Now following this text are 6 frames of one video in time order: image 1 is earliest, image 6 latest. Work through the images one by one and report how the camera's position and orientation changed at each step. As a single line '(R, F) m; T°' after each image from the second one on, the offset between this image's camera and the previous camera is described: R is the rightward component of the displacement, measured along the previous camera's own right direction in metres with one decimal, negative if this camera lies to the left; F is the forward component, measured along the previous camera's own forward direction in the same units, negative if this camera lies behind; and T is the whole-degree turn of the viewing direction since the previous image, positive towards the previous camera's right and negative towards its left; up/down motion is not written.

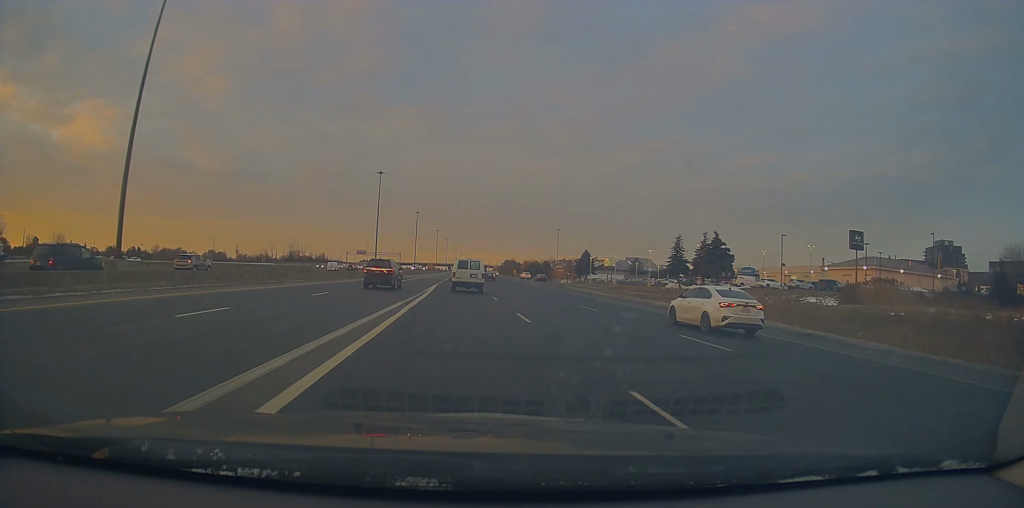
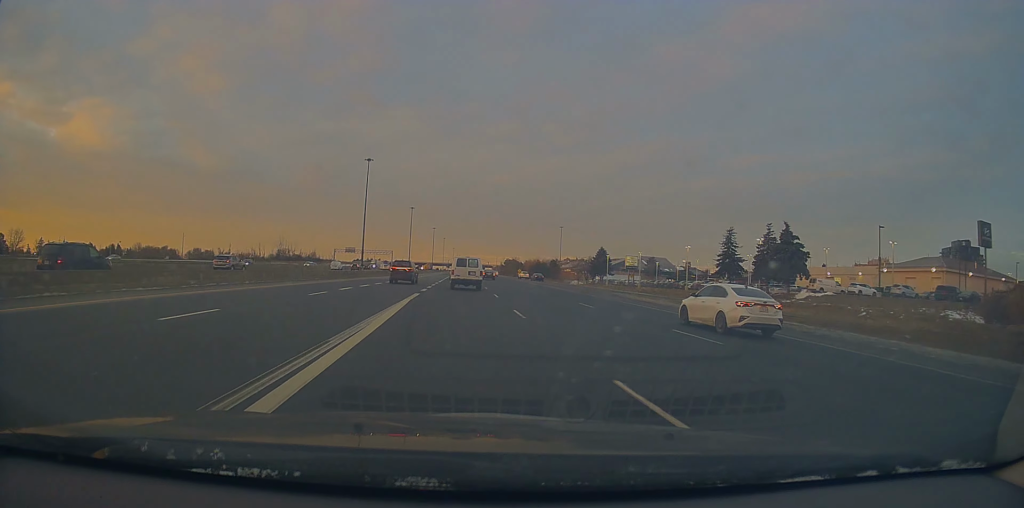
(-0.1, +23.8) m; 0°
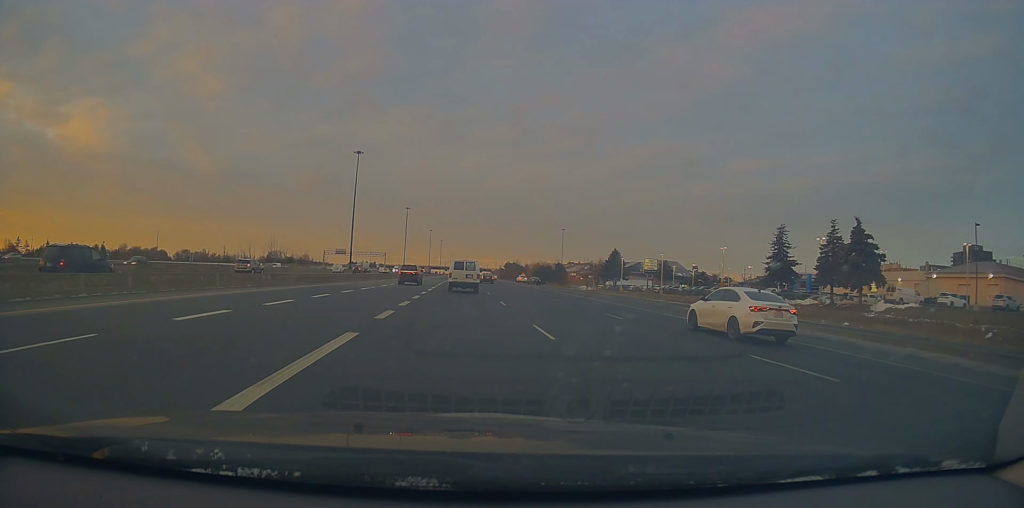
(-0.1, +16.6) m; 0°
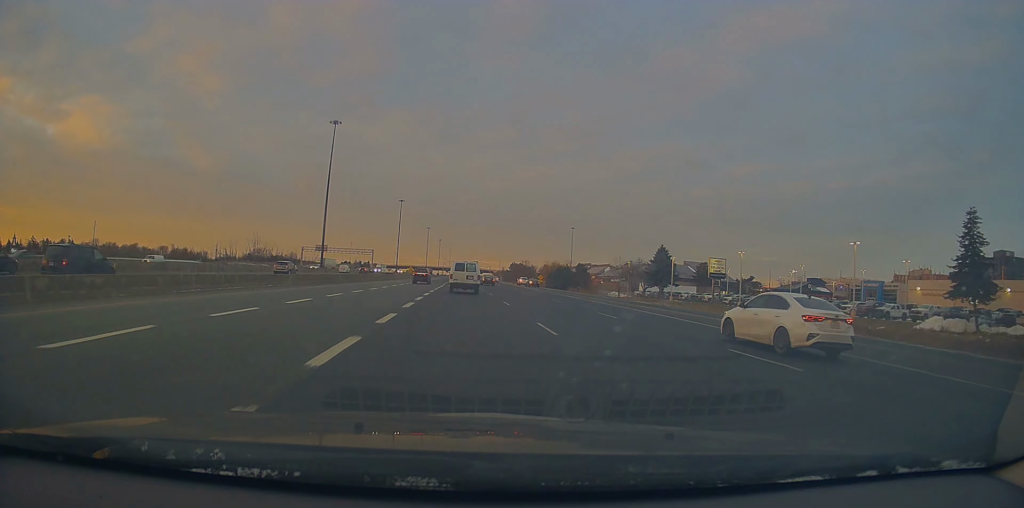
(+0.2, +35.4) m; +1°
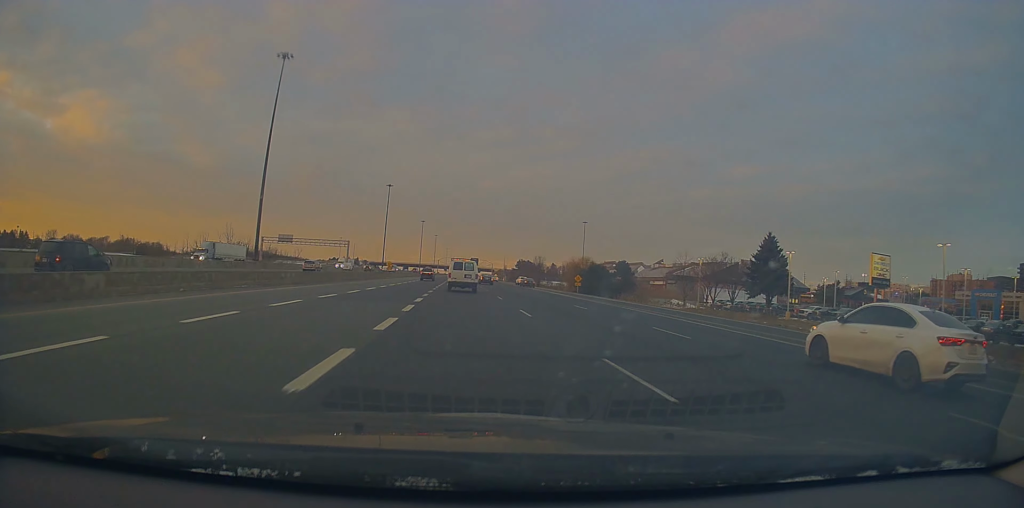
(+0.2, +43.4) m; 0°
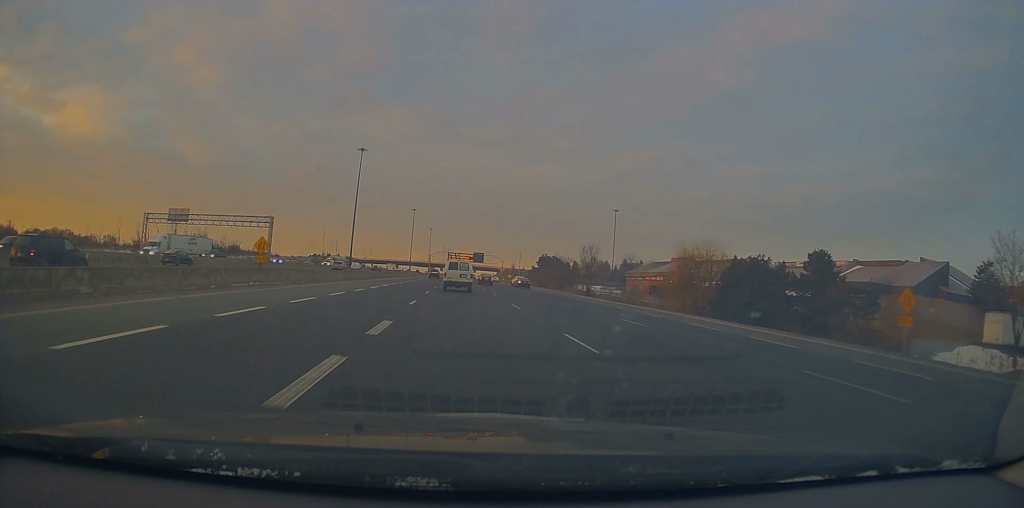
(+0.6, +69.5) m; 0°
